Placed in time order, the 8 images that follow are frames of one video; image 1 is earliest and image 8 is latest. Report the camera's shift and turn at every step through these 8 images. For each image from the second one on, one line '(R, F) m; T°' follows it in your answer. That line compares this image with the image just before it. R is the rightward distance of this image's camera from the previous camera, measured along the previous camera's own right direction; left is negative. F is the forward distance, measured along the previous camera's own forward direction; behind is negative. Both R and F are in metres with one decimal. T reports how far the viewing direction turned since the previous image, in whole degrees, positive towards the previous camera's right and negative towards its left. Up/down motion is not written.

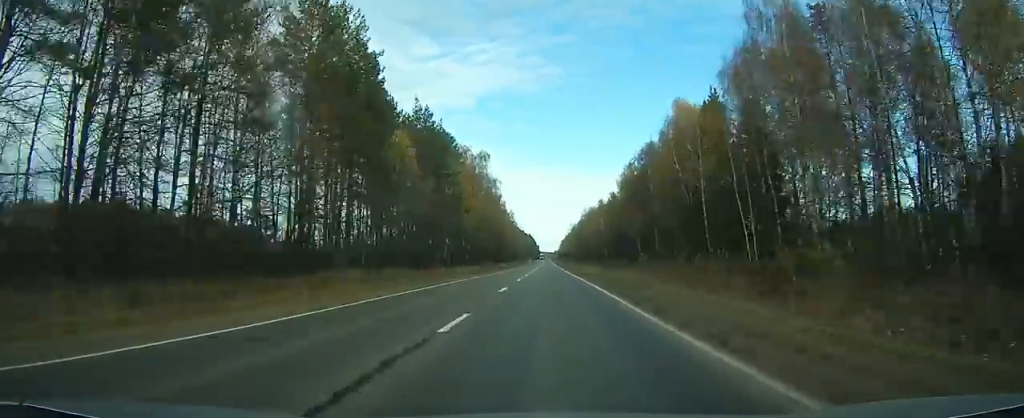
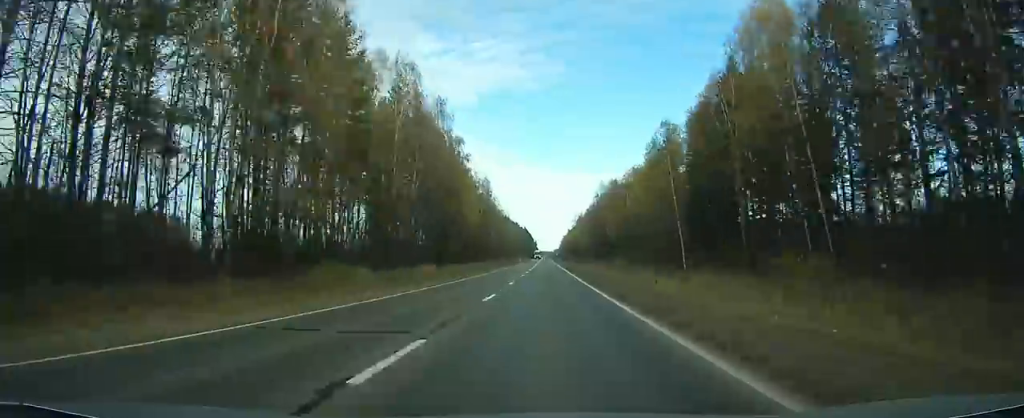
(+0.2, +87.4) m; 0°
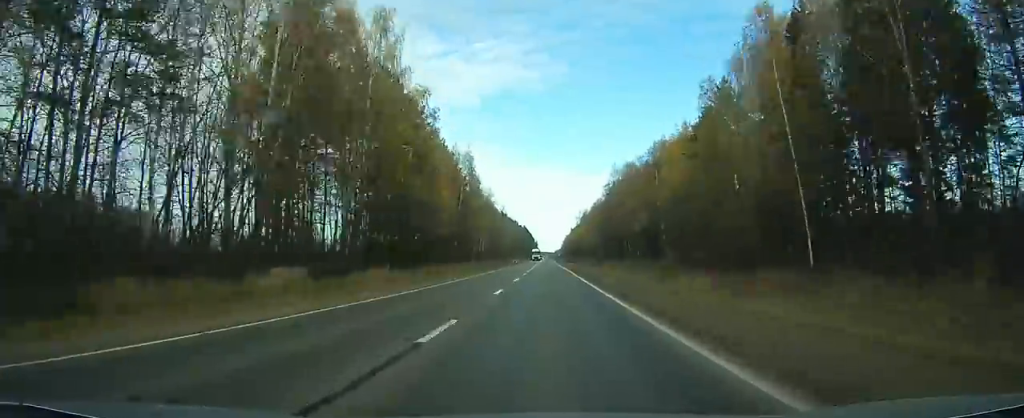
(-0.1, +33.1) m; 0°
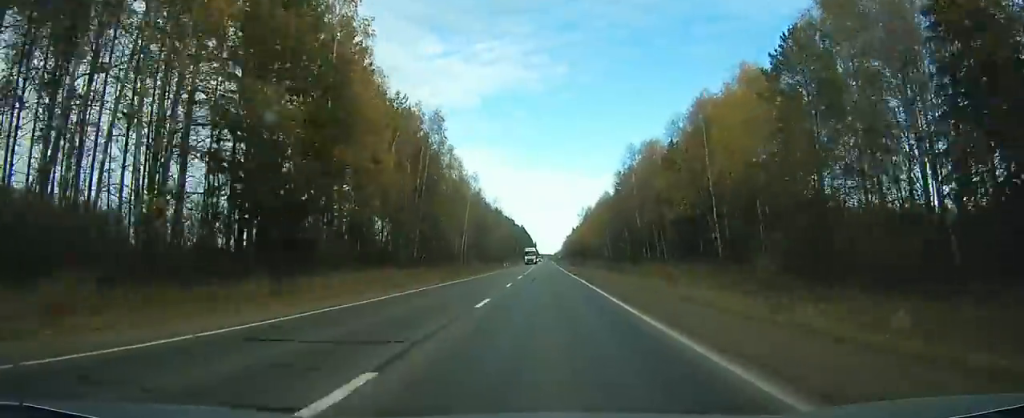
(0.0, +29.4) m; 0°
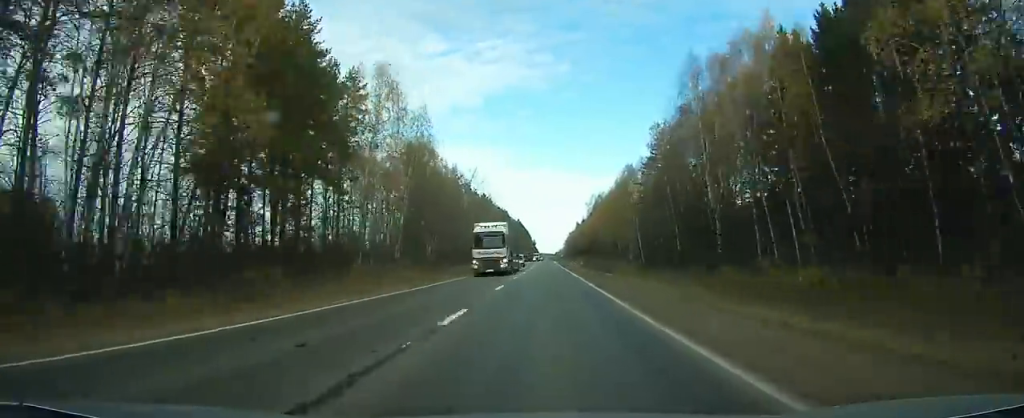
(+0.1, +51.8) m; 0°
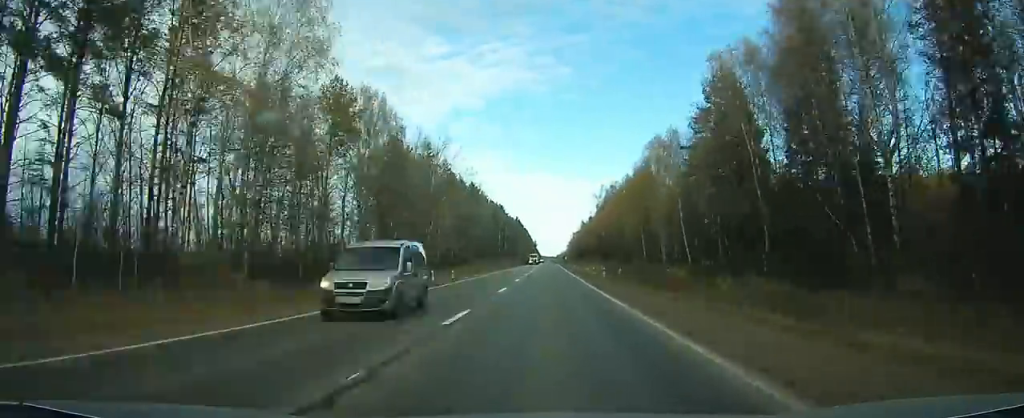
(-0.2, +35.4) m; 0°
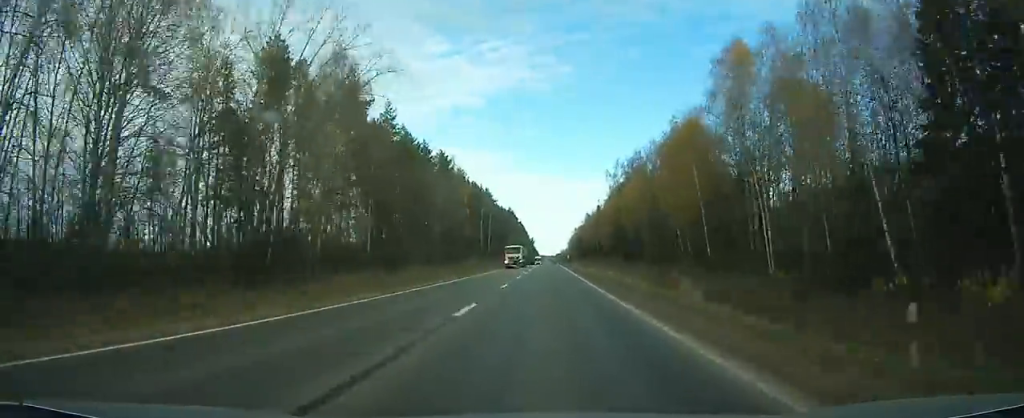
(0.0, +46.6) m; 0°
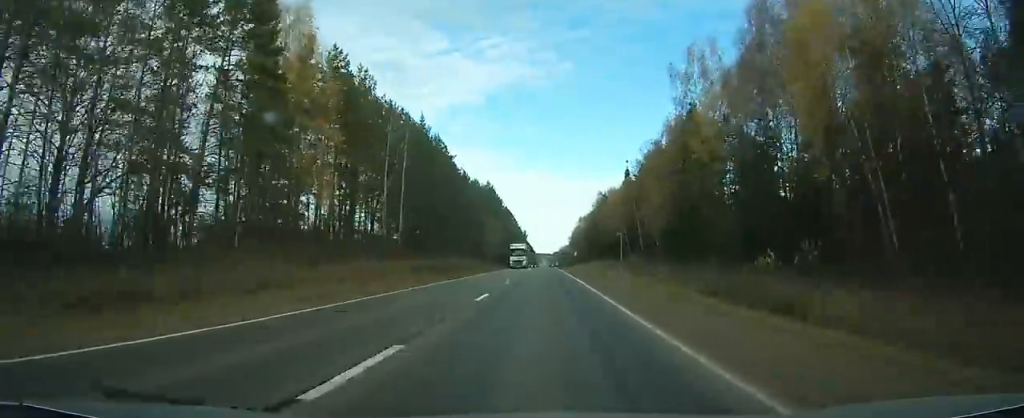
(-0.2, +79.9) m; 0°
